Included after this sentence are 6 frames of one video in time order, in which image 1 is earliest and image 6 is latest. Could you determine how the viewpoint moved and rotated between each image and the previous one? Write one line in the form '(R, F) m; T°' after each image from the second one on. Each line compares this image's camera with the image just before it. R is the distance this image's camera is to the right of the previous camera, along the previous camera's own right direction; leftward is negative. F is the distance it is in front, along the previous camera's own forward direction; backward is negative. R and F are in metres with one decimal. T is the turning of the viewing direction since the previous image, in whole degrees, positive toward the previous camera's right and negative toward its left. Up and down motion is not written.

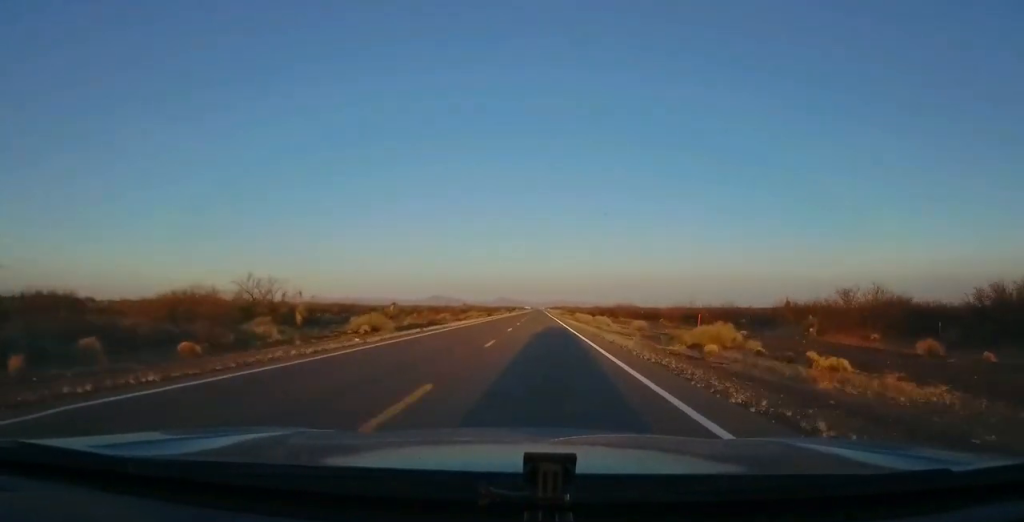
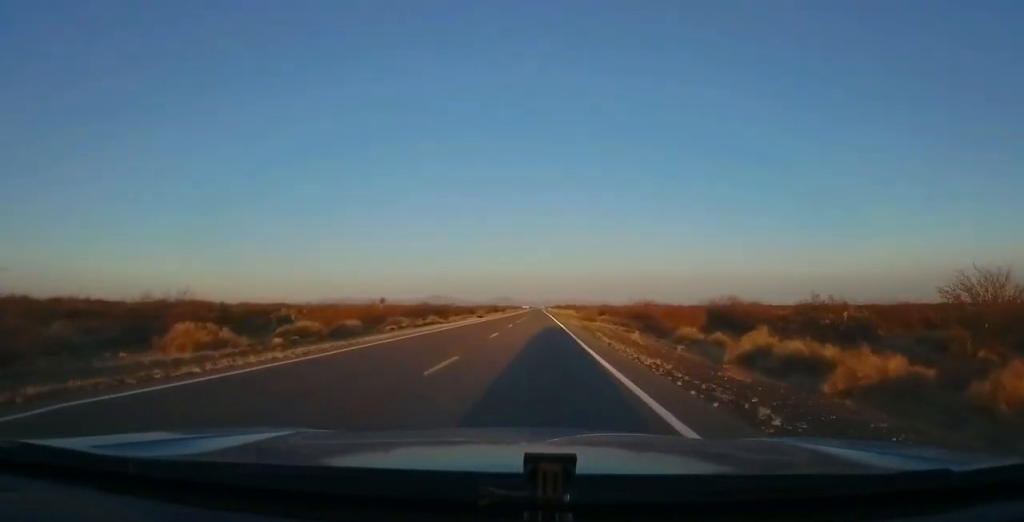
(+0.4, +80.4) m; 0°
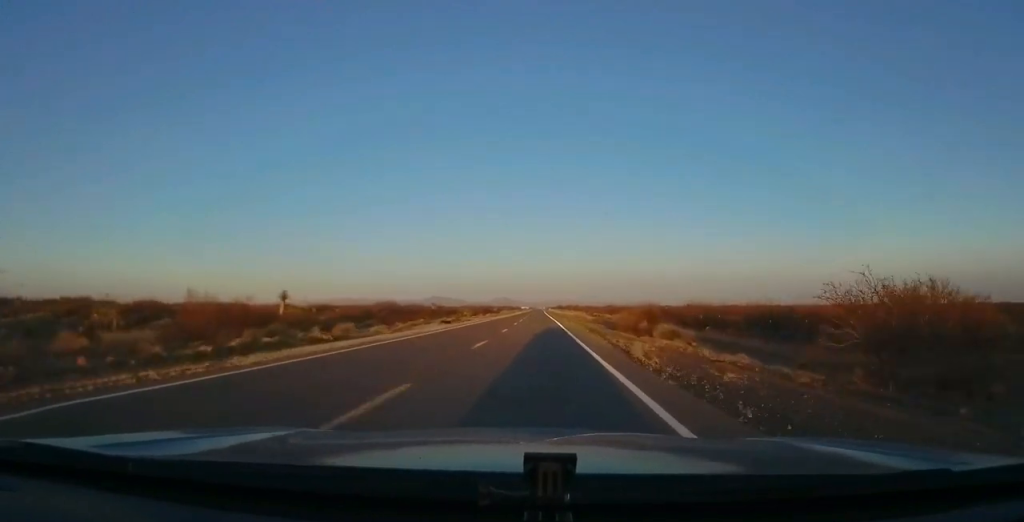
(+0.4, +30.5) m; +1°
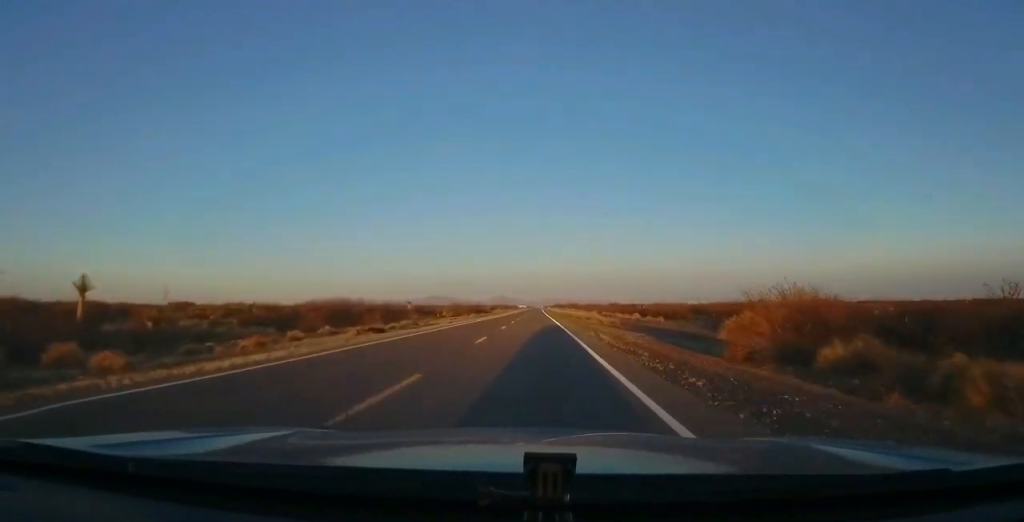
(0.0, +23.5) m; -1°
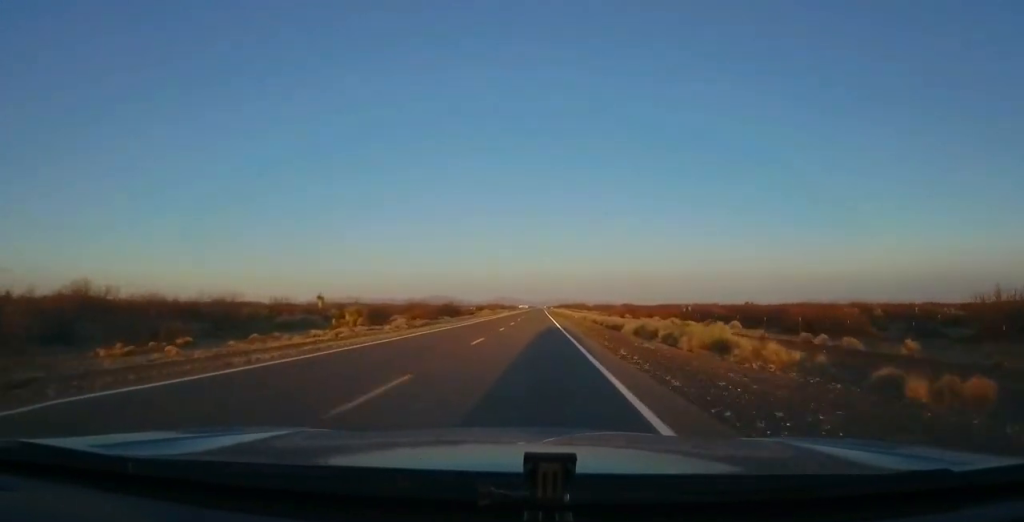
(-0.3, +48.9) m; +1°
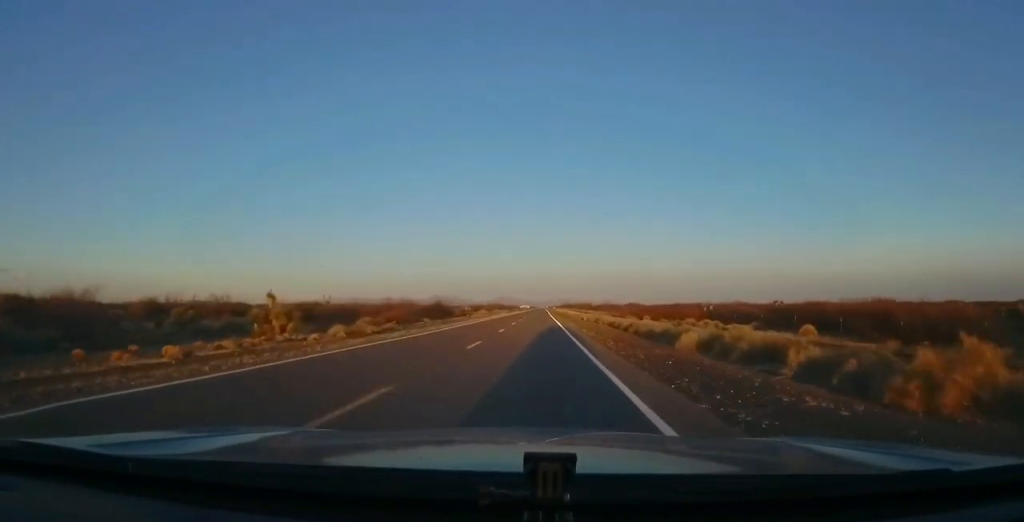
(+0.1, +13.7) m; +1°
